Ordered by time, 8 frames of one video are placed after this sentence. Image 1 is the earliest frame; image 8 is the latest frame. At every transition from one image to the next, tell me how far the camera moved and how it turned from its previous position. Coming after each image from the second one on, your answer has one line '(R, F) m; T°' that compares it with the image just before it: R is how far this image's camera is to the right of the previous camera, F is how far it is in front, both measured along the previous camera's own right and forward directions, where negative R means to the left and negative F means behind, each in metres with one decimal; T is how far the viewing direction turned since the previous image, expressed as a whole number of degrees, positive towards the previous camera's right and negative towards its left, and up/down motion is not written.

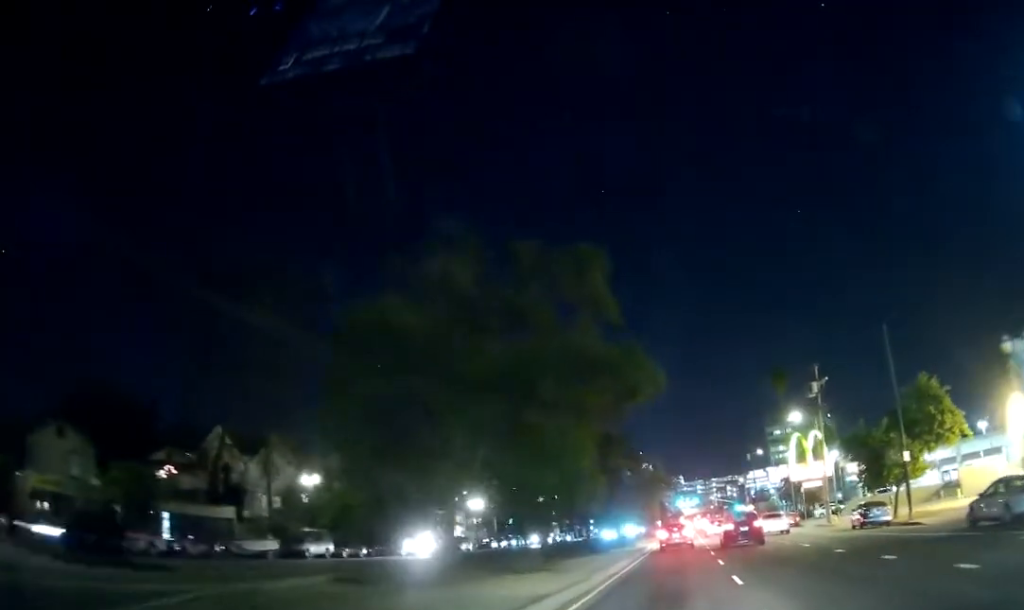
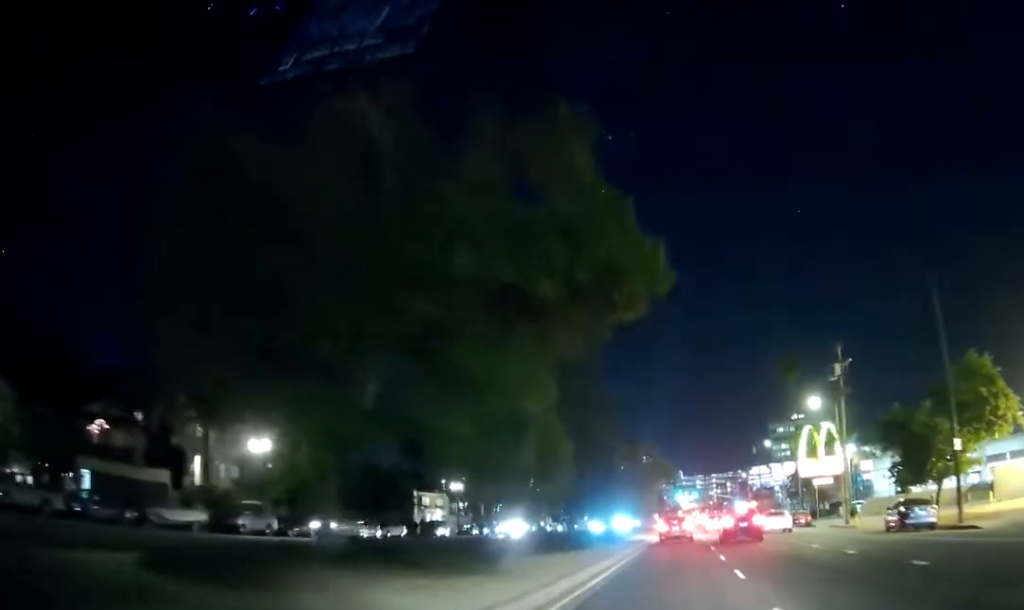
(0.0, +7.2) m; 0°
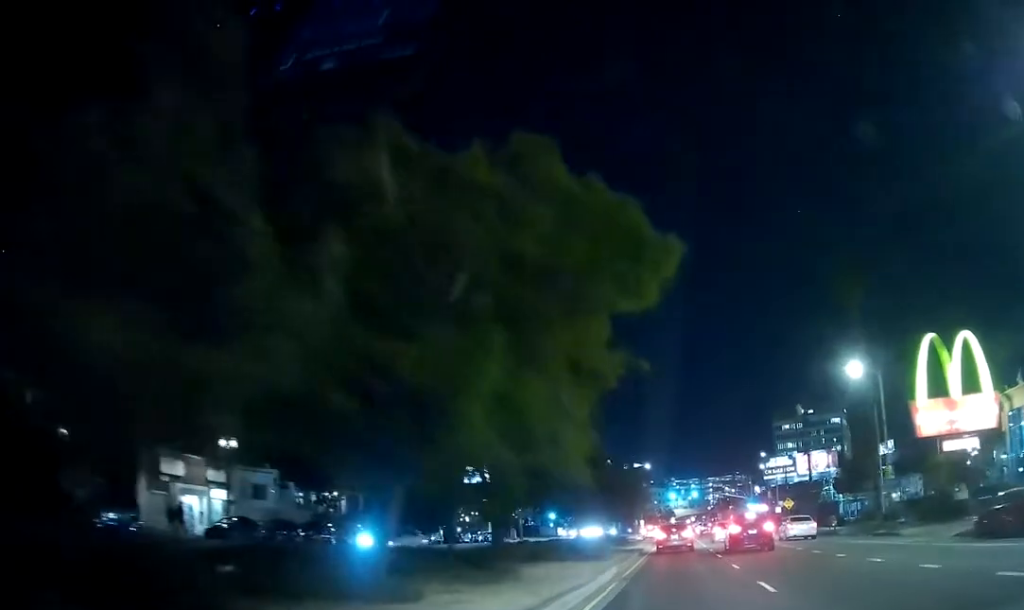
(+1.5, +44.2) m; 0°
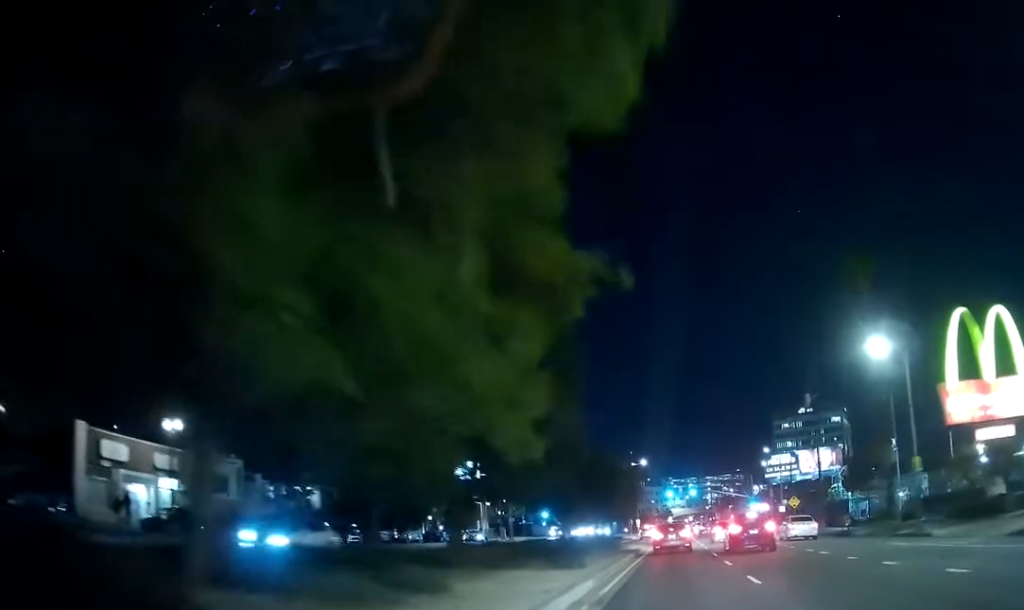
(0.0, +5.7) m; 0°
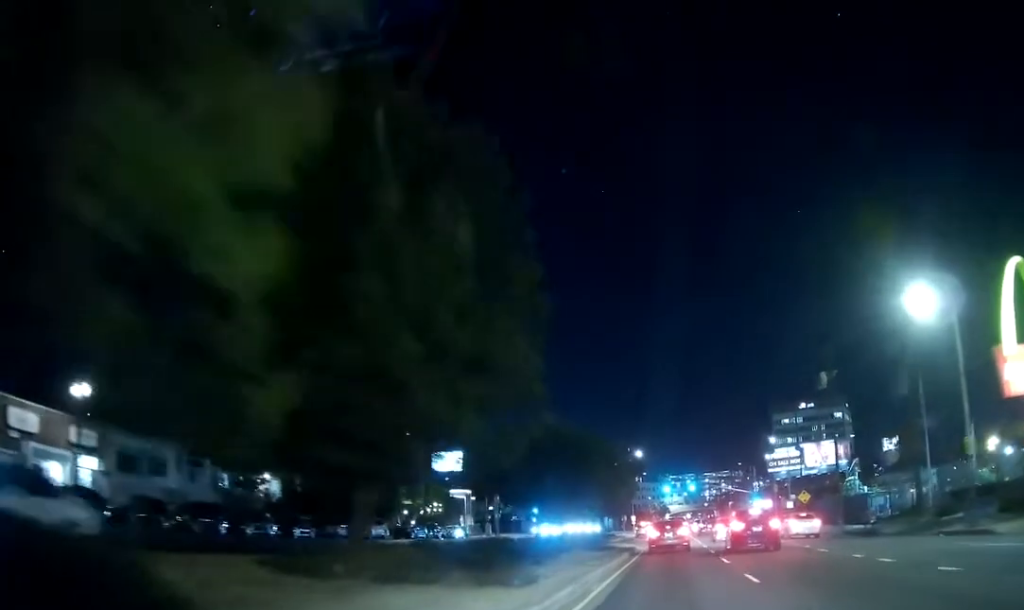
(0.0, +7.4) m; +1°
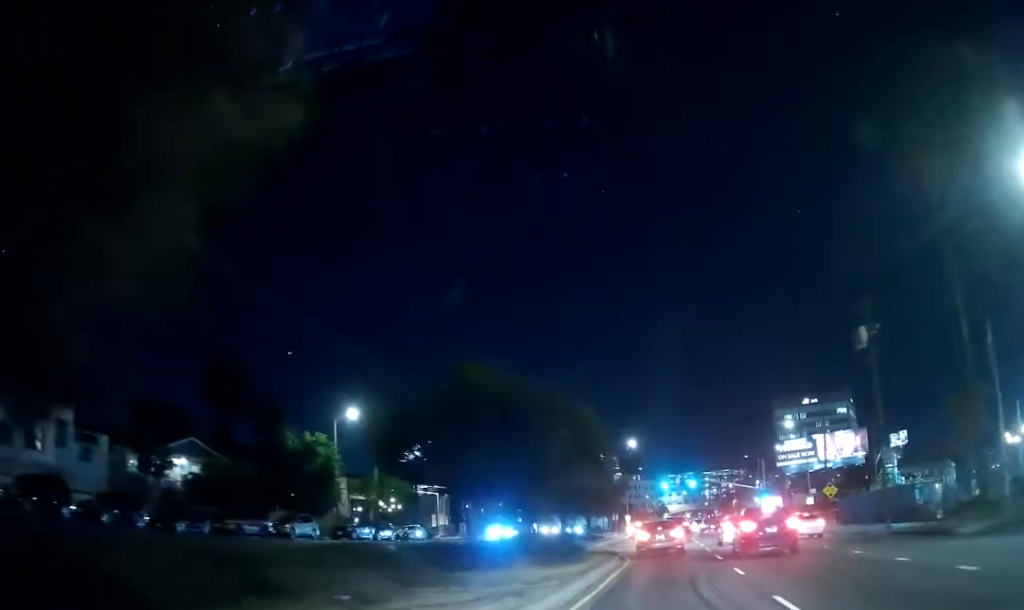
(+0.4, +13.4) m; +3°
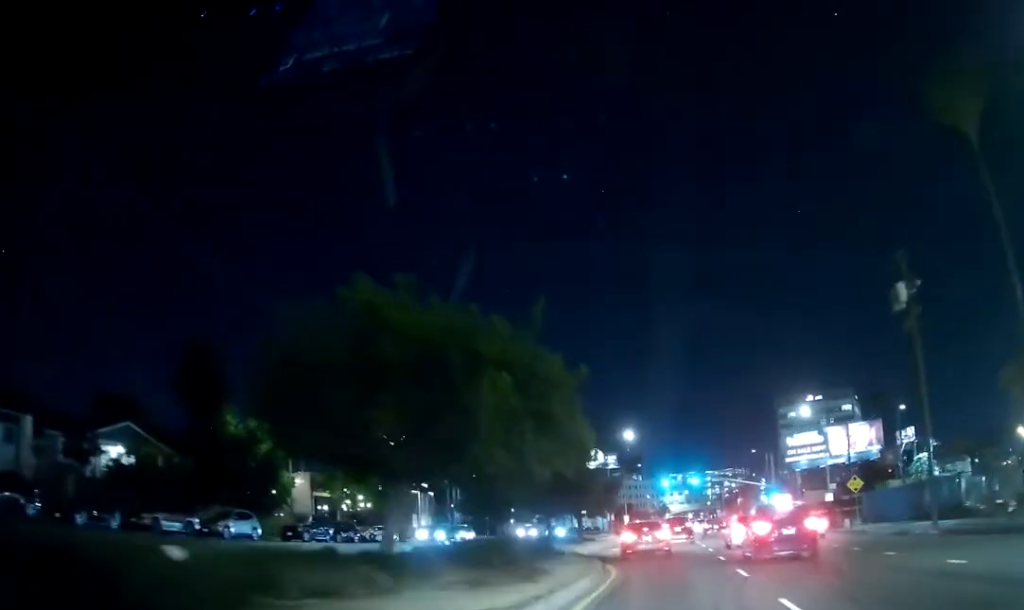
(+0.3, +9.1) m; -1°
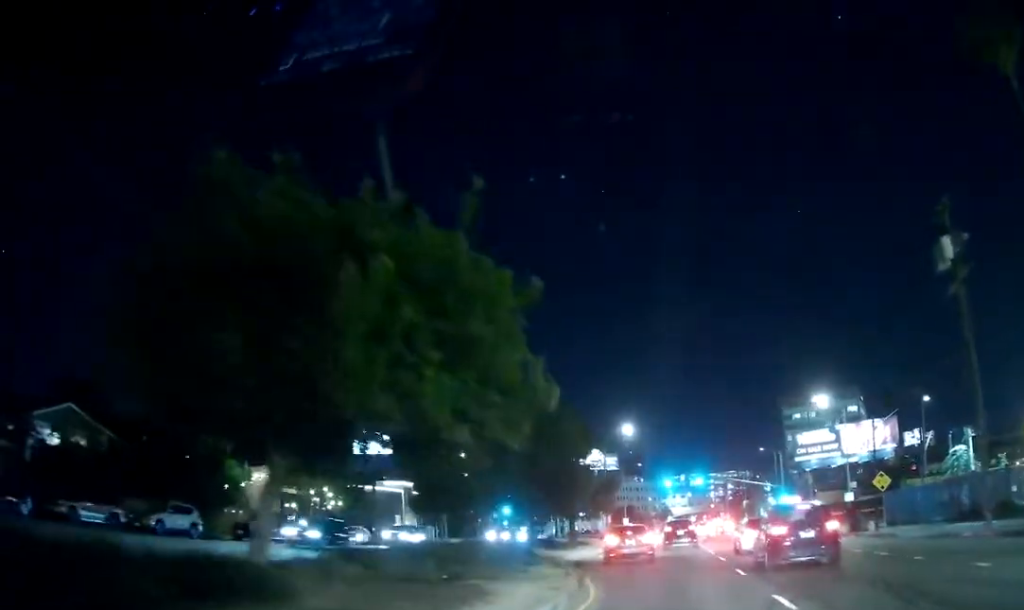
(-0.4, +7.2) m; -3°
